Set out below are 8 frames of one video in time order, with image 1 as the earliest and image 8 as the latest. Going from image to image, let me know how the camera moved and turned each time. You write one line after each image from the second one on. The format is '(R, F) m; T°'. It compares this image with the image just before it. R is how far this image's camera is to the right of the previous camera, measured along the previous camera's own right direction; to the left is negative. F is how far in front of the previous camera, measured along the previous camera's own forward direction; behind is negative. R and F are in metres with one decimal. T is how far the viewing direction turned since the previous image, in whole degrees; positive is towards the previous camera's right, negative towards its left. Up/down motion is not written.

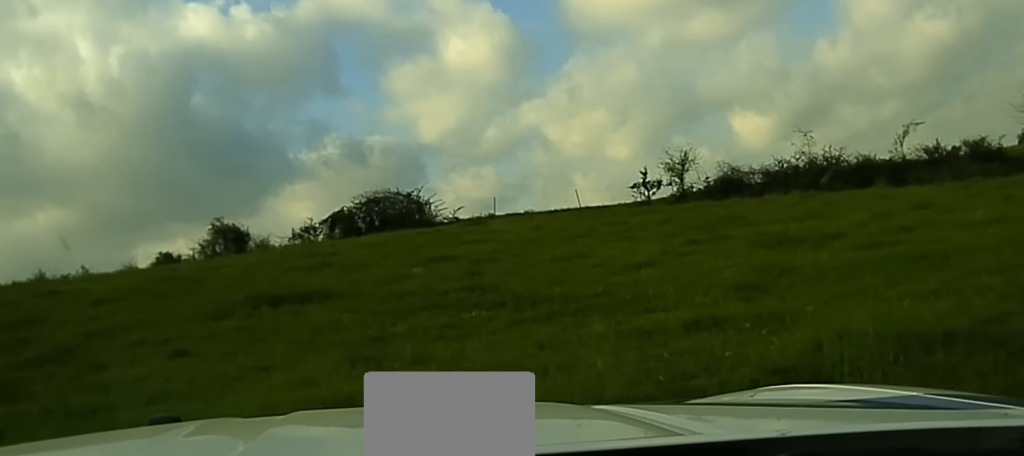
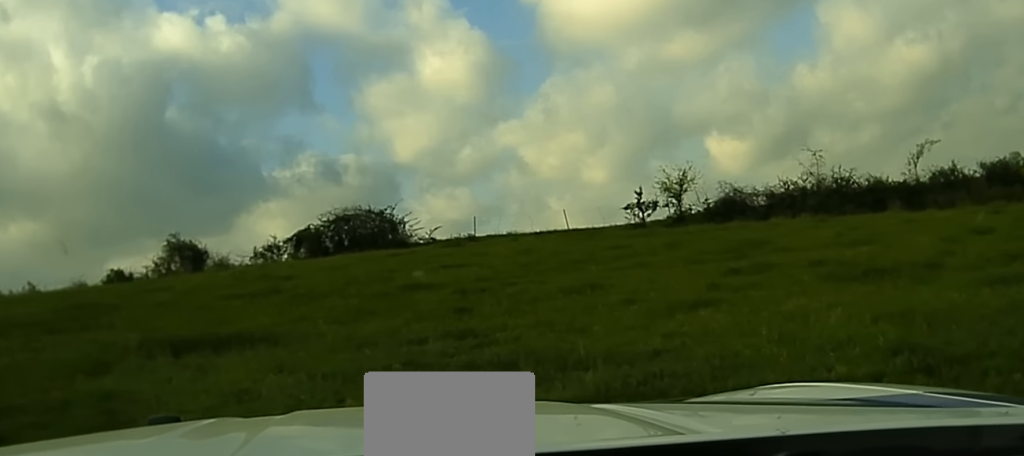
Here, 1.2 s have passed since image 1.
(+0.2, +4.5) m; +1°
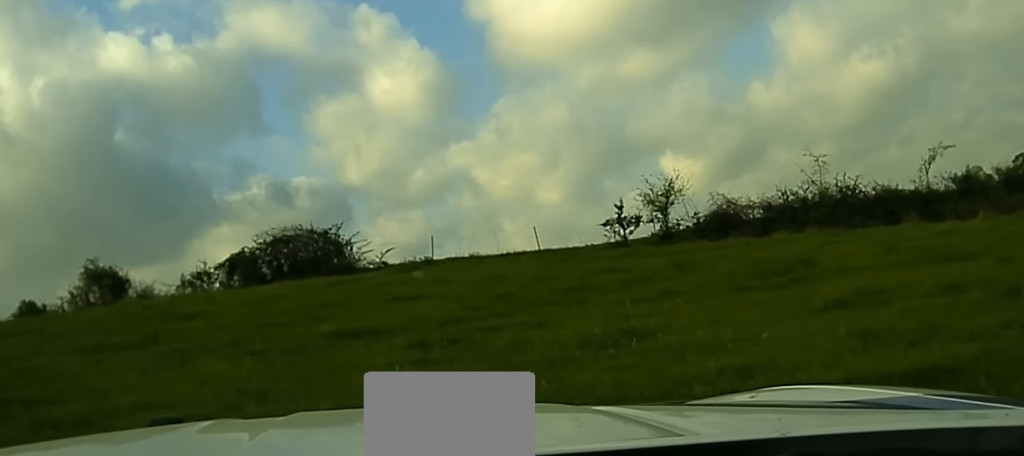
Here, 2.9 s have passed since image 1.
(-0.1, +5.6) m; +2°
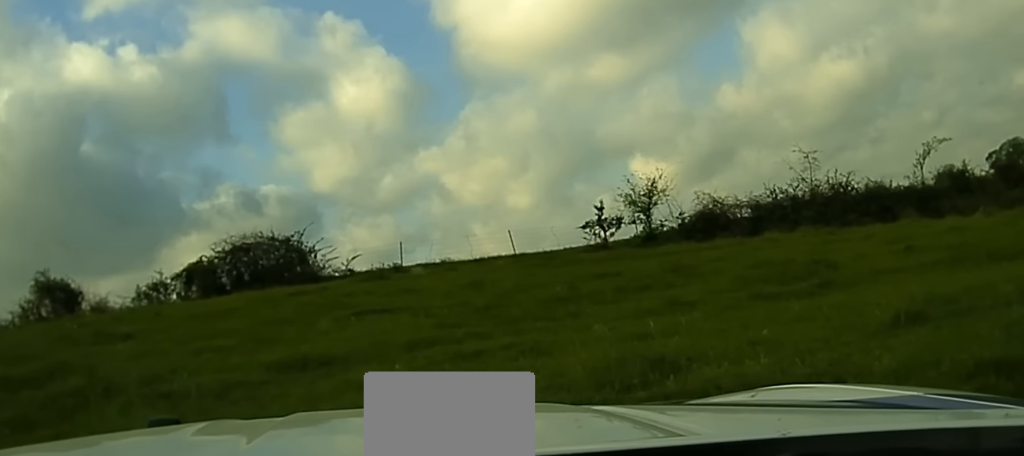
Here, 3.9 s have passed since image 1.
(+0.1, +2.1) m; +3°
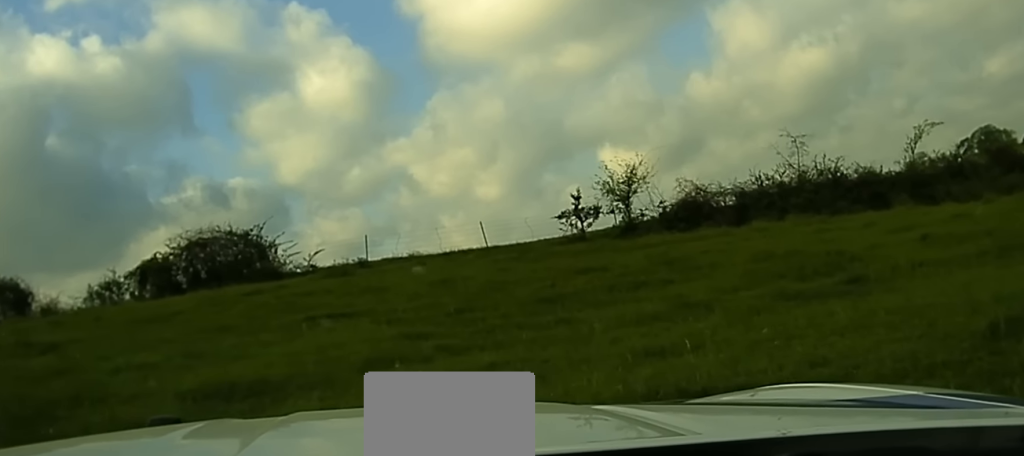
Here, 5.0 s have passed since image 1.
(0.0, +2.2) m; 0°
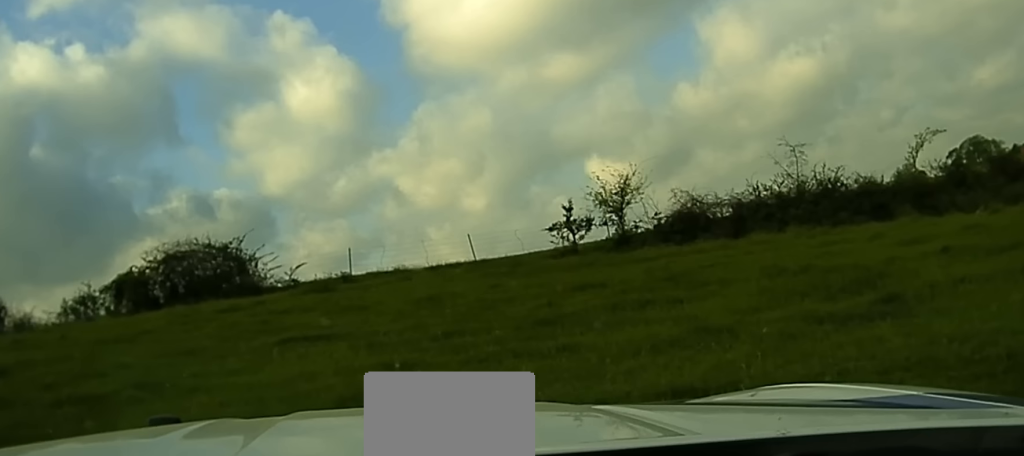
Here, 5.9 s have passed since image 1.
(0.0, +1.6) m; -3°
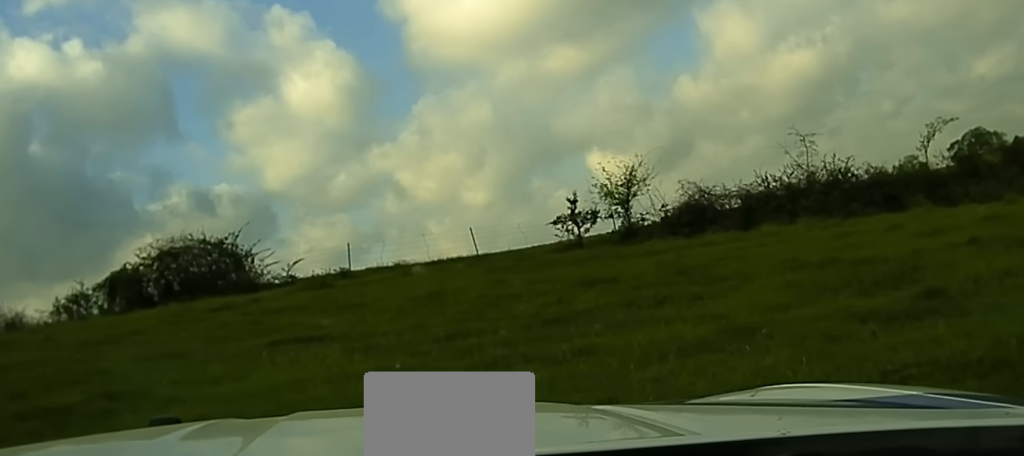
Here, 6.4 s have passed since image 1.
(0.0, +0.9) m; -5°
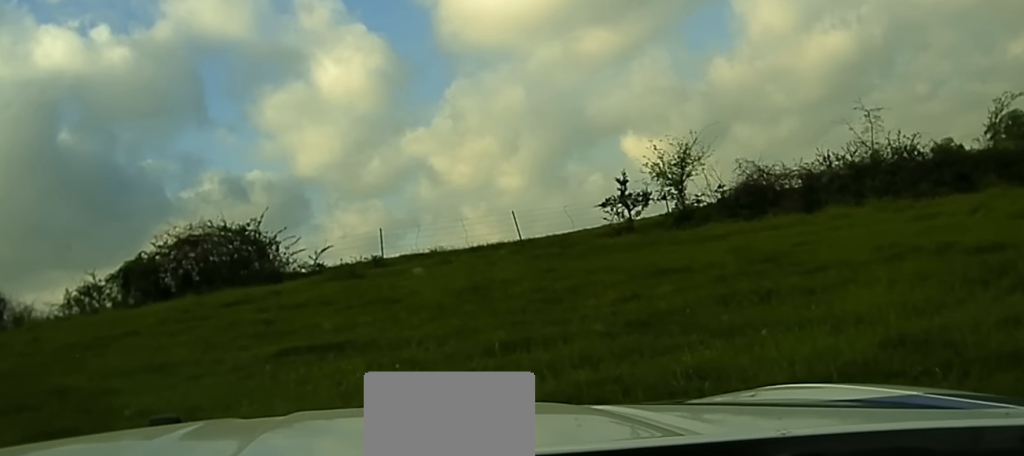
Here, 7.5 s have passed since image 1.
(-0.2, +2.2) m; -3°
